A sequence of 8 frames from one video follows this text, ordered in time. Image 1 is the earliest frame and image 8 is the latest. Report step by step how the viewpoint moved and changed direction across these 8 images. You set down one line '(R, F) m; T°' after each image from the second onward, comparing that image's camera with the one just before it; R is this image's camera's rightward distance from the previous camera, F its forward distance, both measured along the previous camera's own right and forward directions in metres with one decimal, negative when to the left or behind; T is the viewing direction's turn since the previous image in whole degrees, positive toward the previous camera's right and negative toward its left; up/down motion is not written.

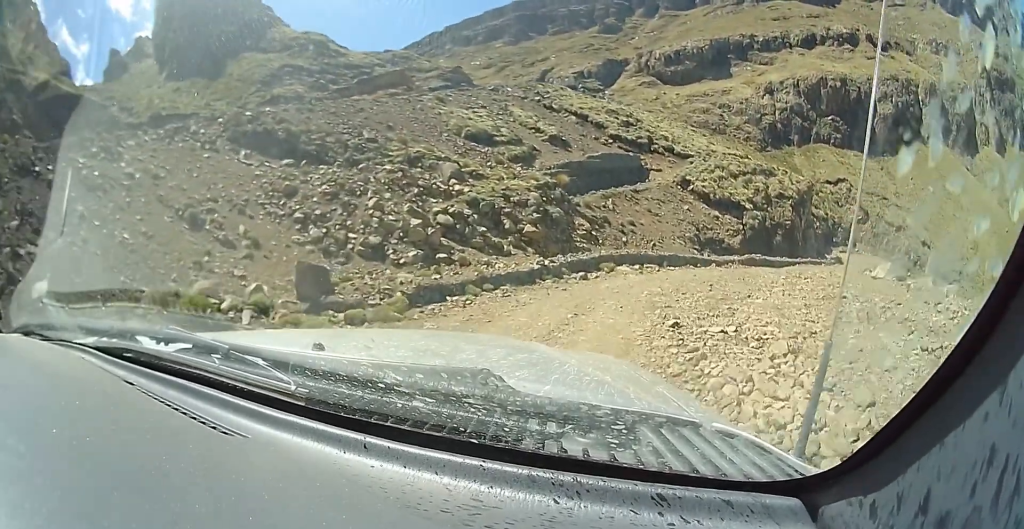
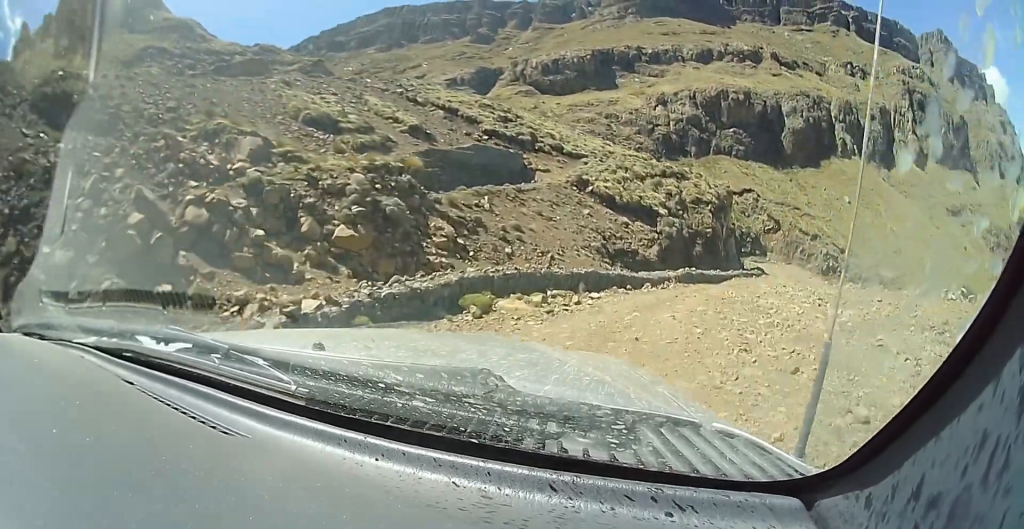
(+1.6, +10.6) m; +15°
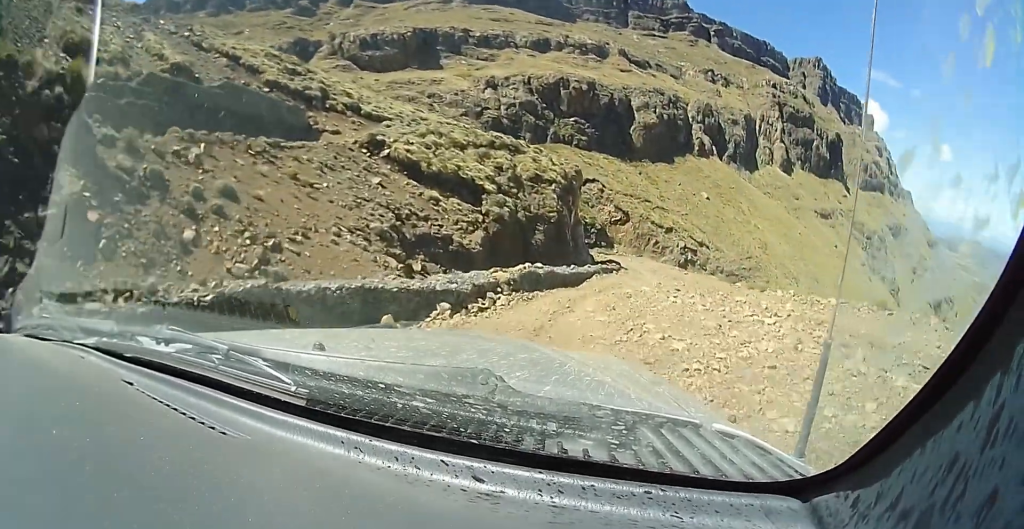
(+1.0, +10.4) m; +11°
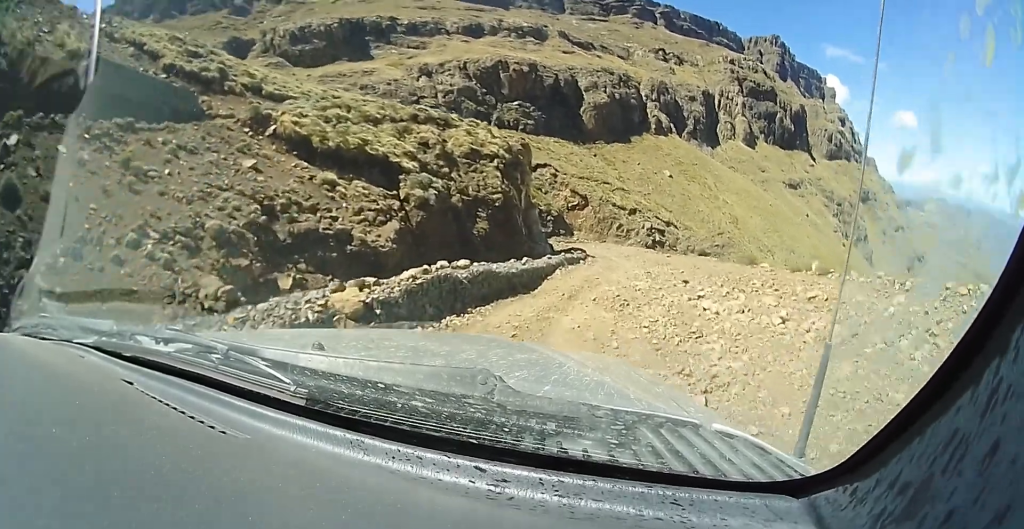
(+0.4, +6.3) m; +5°
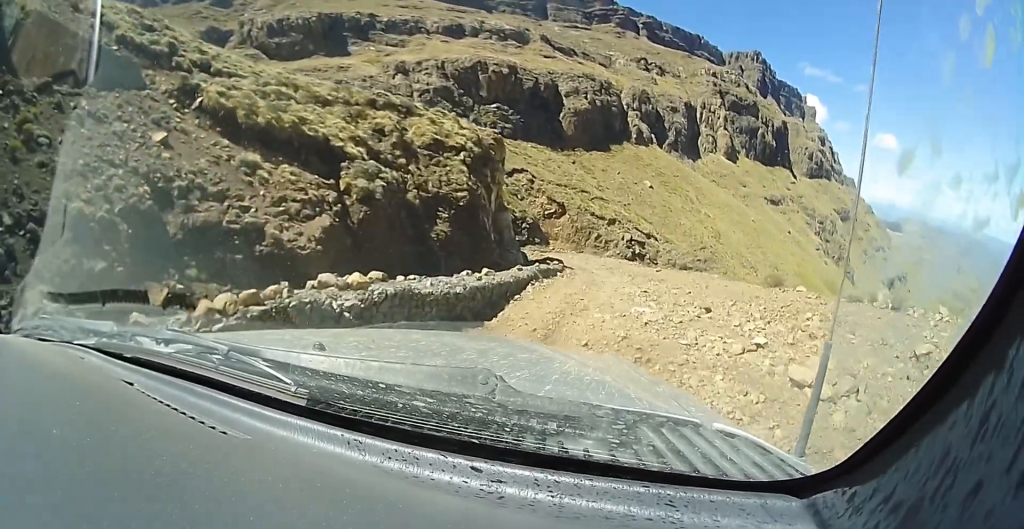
(0.0, +4.5) m; +3°
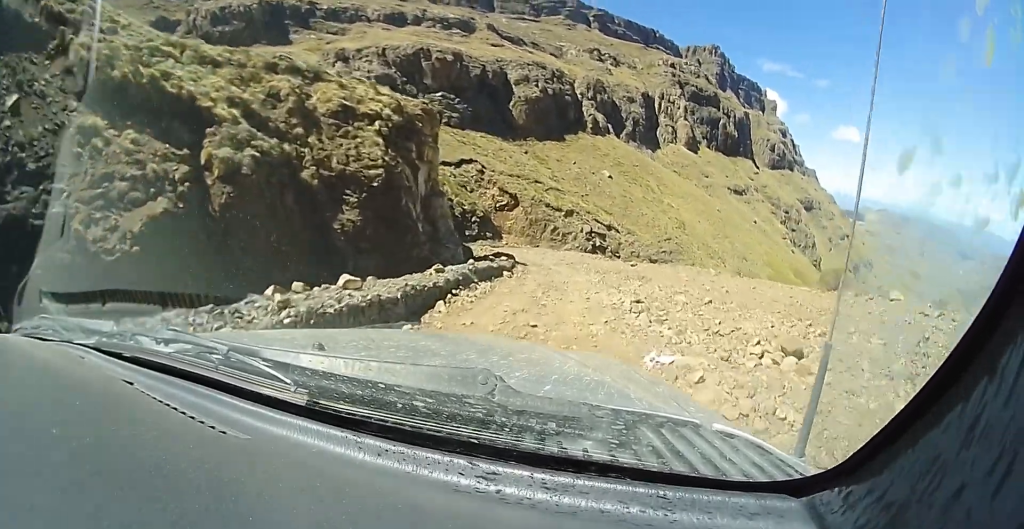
(+0.3, +6.0) m; +1°
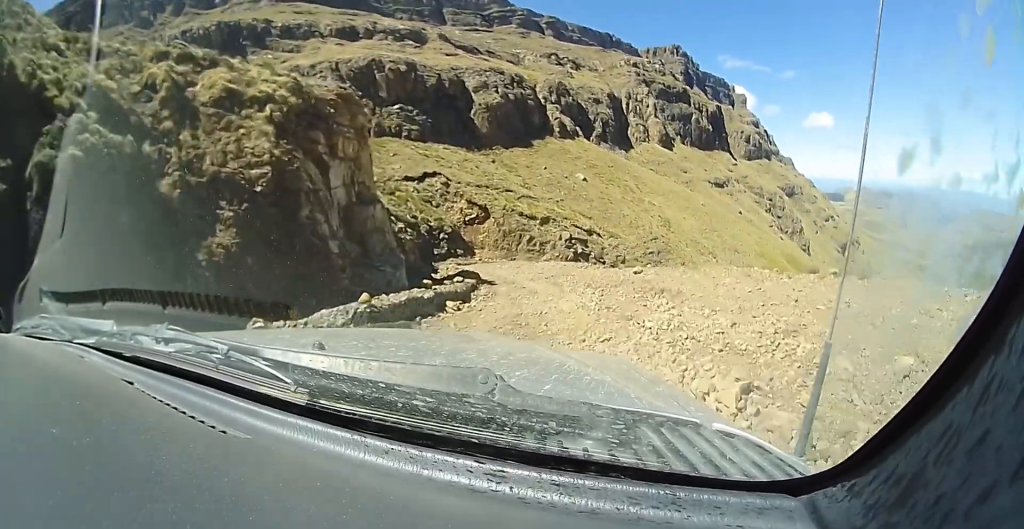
(-0.2, +6.1) m; +4°
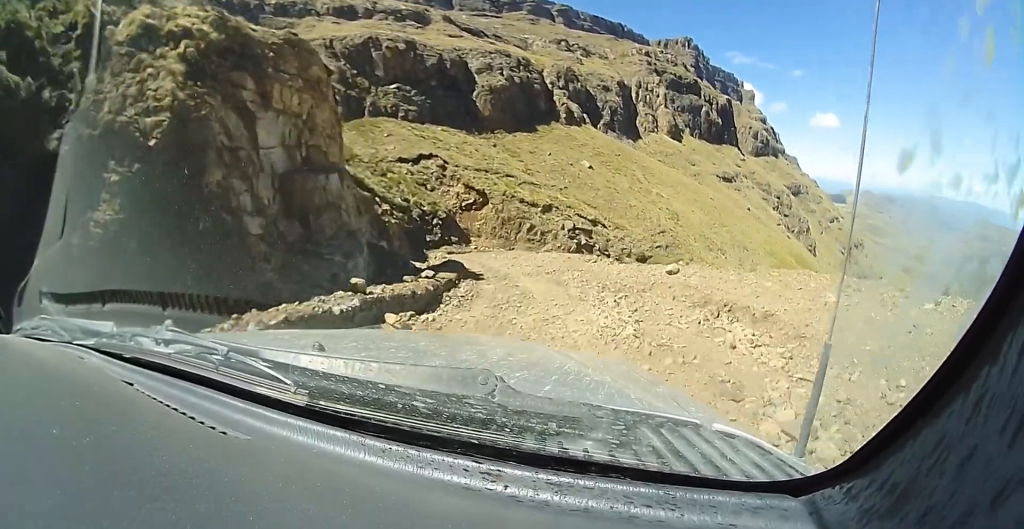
(+0.4, +3.9) m; +5°
